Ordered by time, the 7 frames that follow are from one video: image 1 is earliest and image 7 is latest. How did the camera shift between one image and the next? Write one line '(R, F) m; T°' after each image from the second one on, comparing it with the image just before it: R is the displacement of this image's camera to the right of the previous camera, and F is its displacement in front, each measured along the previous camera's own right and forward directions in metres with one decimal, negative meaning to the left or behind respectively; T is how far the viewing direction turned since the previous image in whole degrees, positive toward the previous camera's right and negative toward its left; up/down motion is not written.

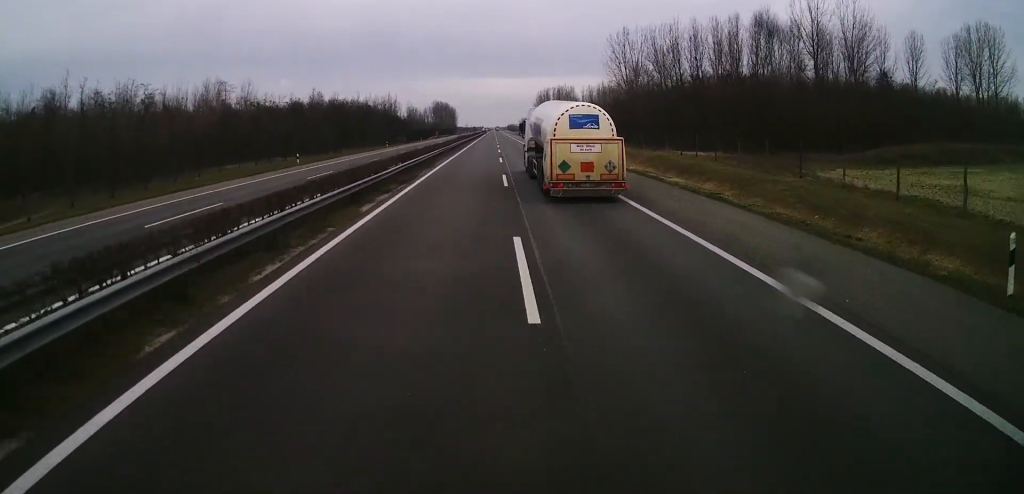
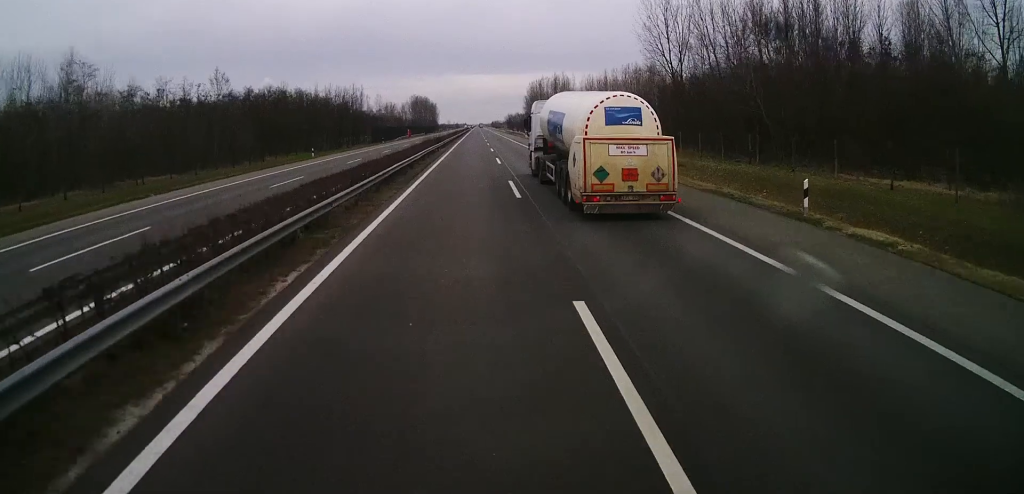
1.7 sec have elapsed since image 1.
(-0.1, +41.5) m; 0°
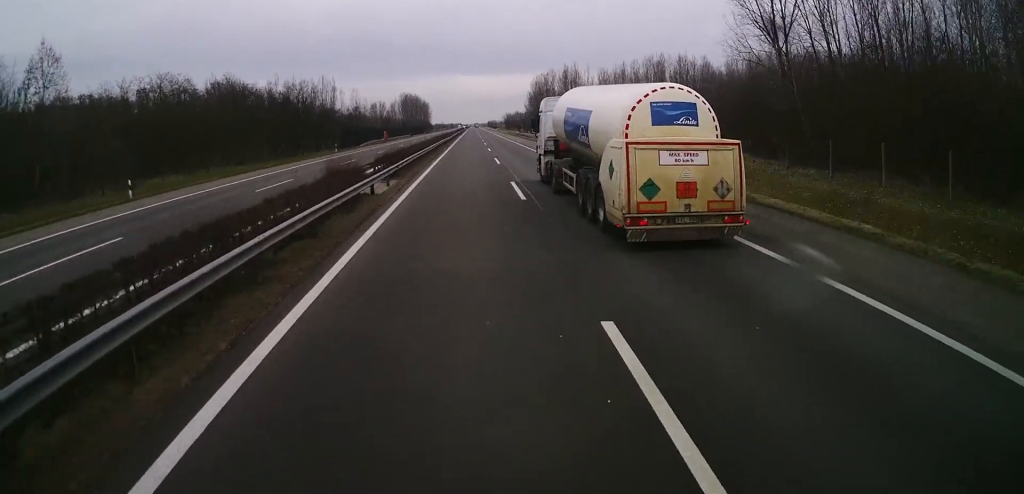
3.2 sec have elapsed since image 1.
(+0.3, +37.4) m; +1°
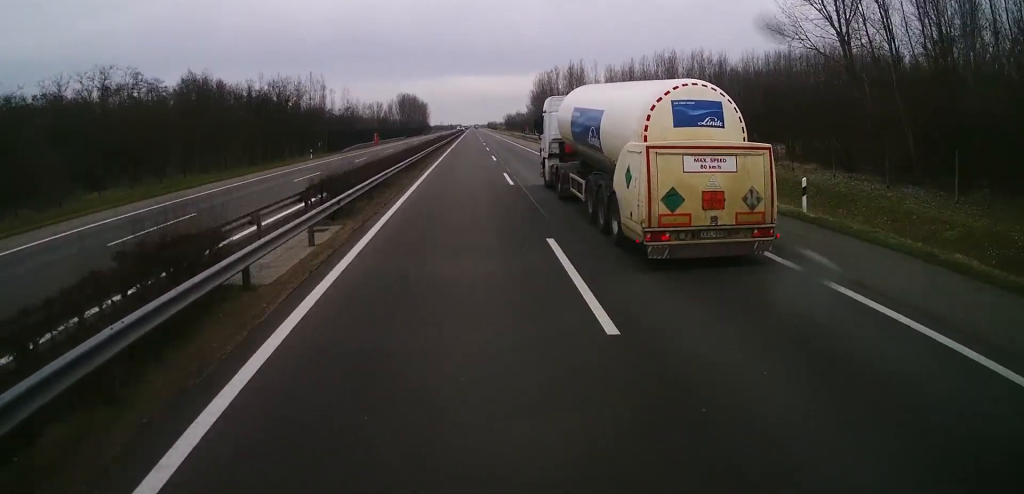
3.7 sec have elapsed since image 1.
(+0.1, +12.4) m; 0°
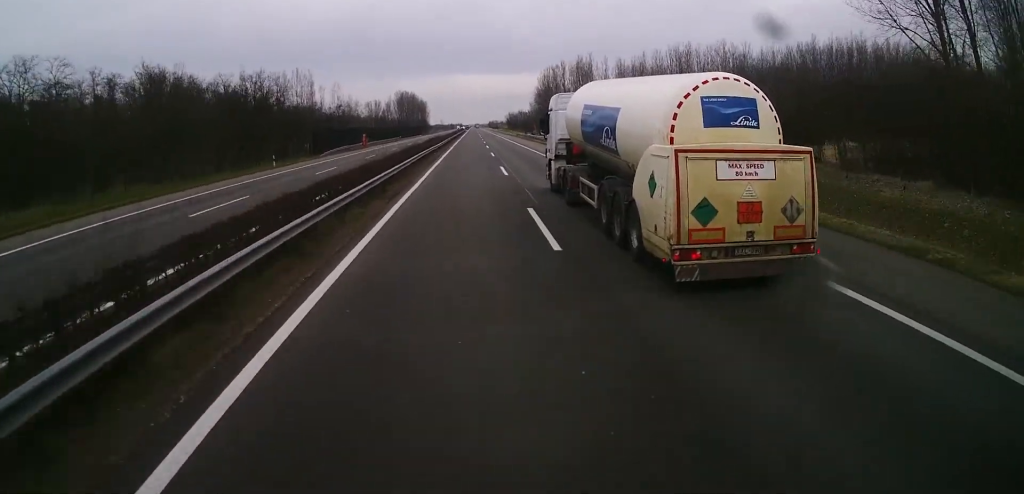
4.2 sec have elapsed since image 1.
(0.0, +13.2) m; 0°
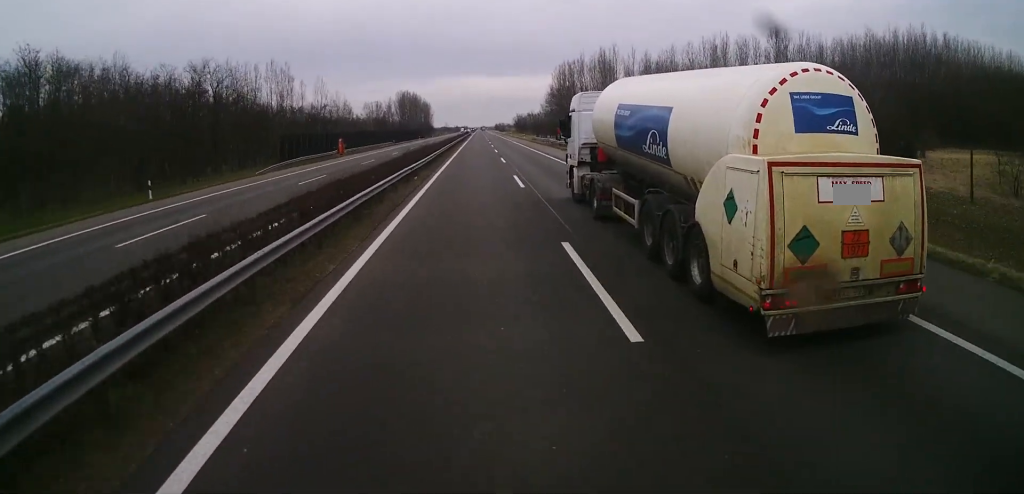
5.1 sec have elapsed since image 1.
(-0.2, +23.2) m; 0°
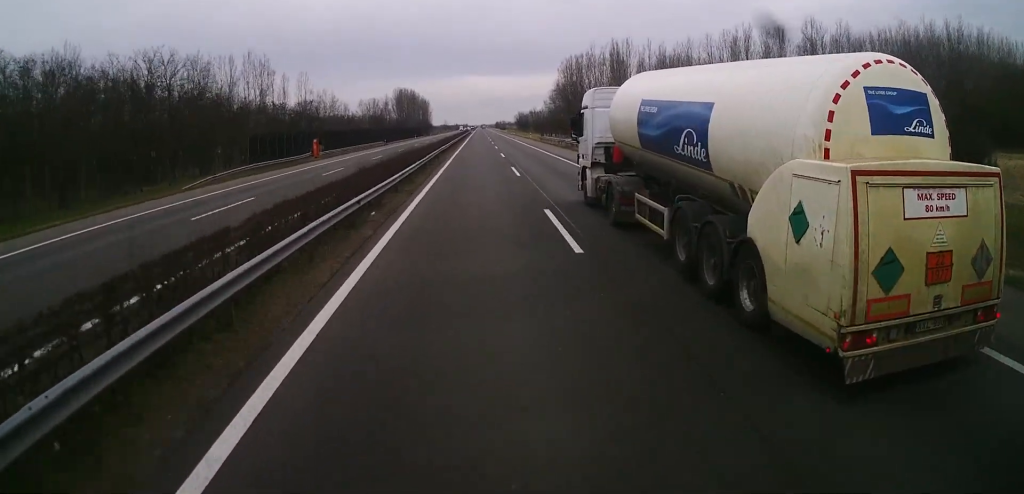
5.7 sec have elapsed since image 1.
(+0.1, +13.2) m; 0°
